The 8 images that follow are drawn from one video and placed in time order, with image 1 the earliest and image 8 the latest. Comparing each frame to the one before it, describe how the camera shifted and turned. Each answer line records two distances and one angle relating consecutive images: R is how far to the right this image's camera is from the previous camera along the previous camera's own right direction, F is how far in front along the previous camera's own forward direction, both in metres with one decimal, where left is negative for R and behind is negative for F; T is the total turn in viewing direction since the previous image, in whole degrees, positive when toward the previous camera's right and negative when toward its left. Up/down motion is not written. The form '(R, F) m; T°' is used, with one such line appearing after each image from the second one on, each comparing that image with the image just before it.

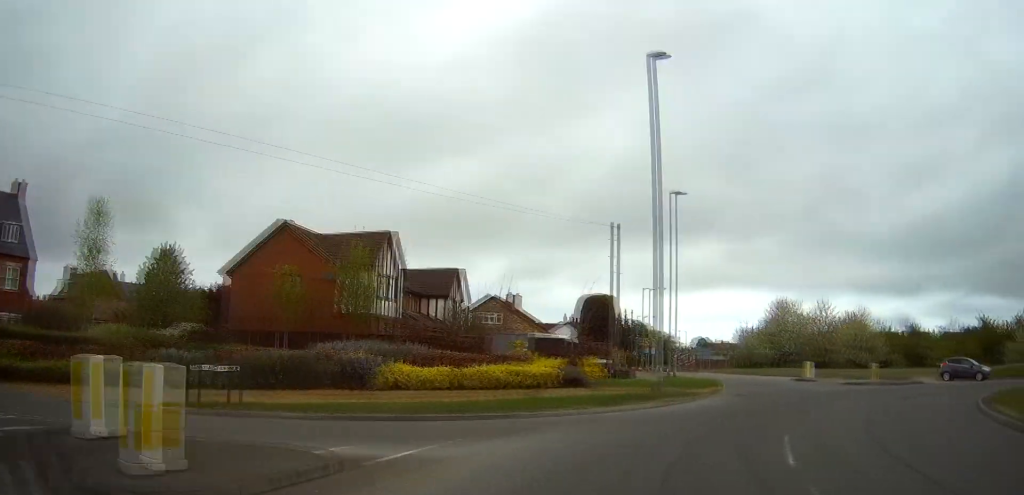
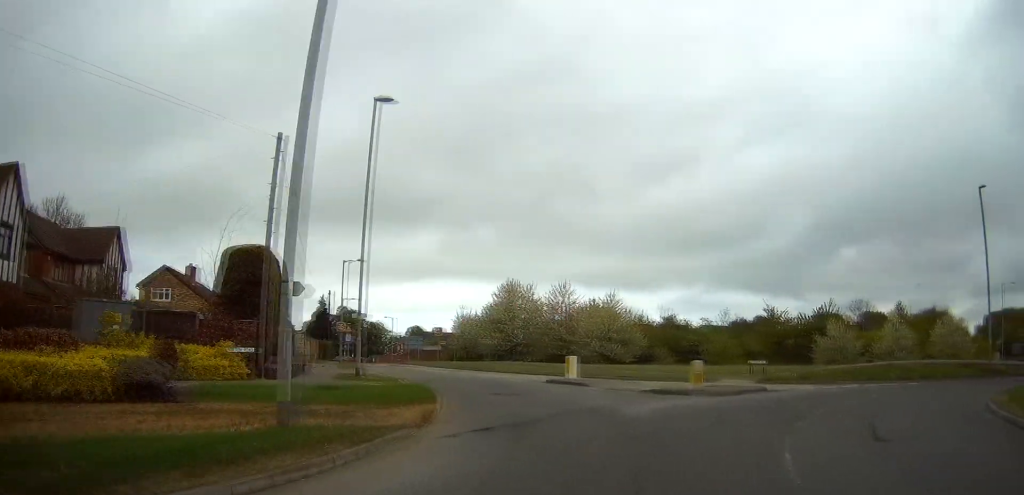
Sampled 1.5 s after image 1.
(+2.5, +12.8) m; +20°
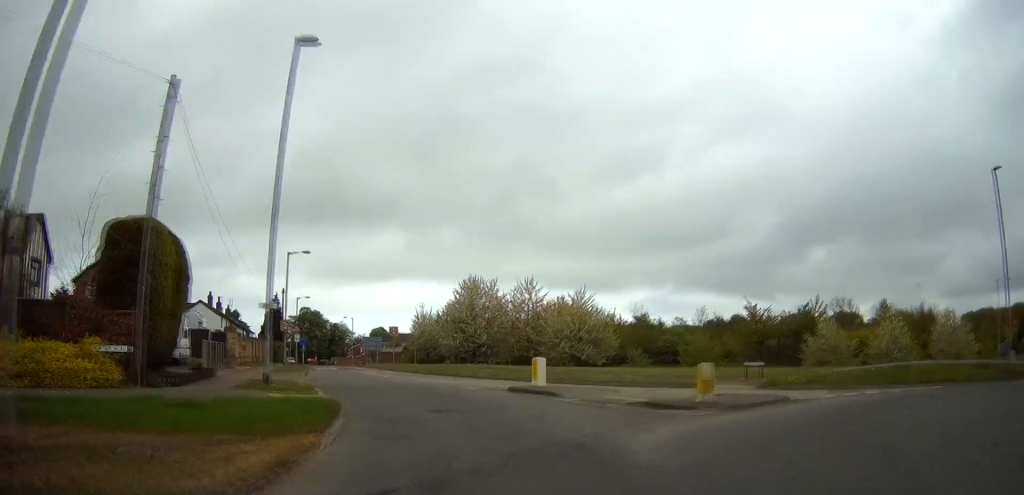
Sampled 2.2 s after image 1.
(+0.3, +5.5) m; +2°
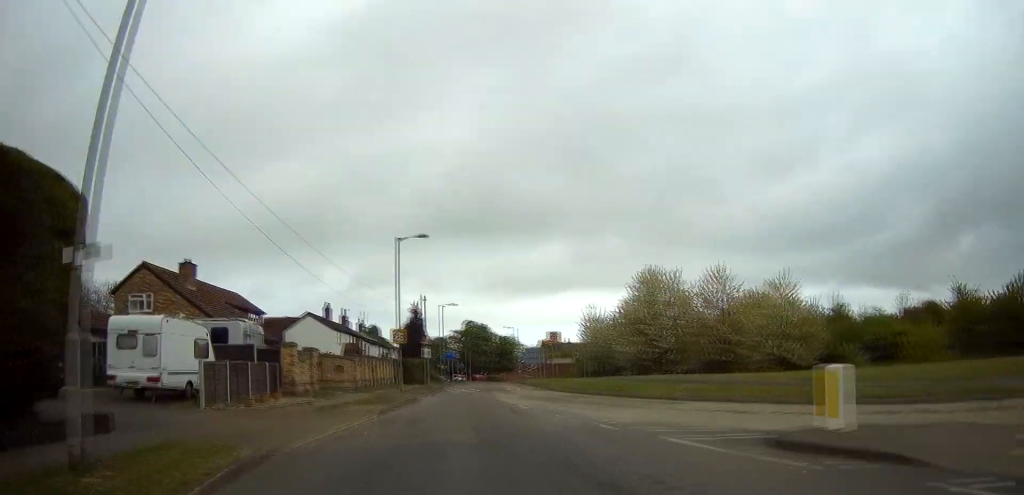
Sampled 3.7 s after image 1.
(-0.1, +13.4) m; -5°
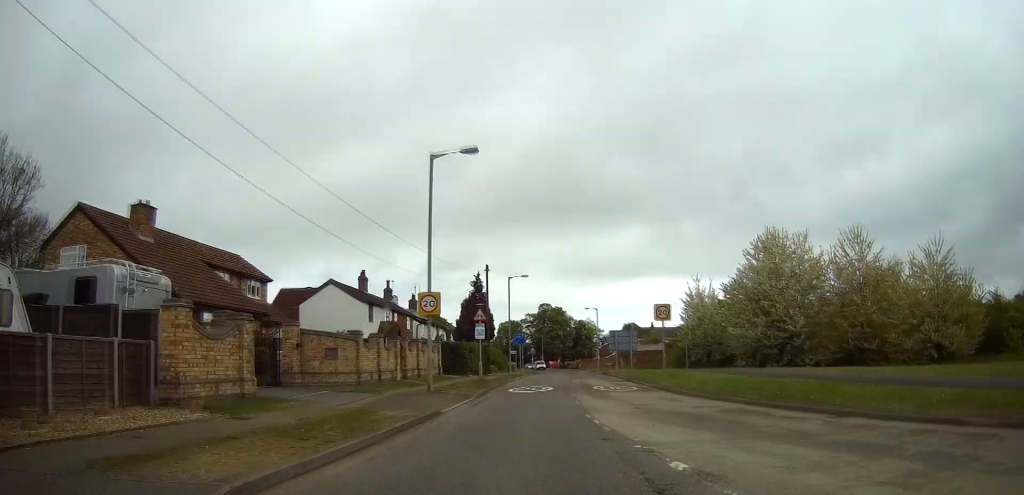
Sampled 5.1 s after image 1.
(-1.4, +13.1) m; -9°
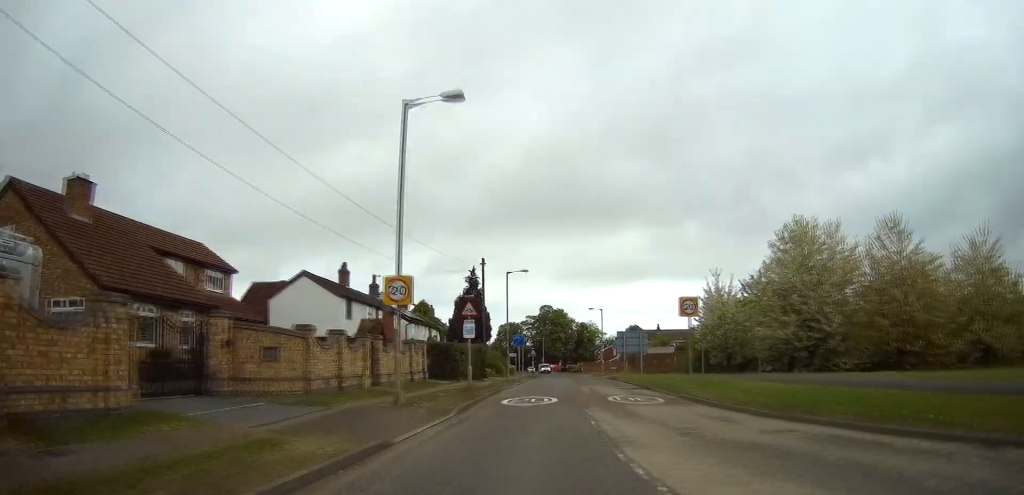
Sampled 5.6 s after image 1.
(-0.1, +5.3) m; -1°
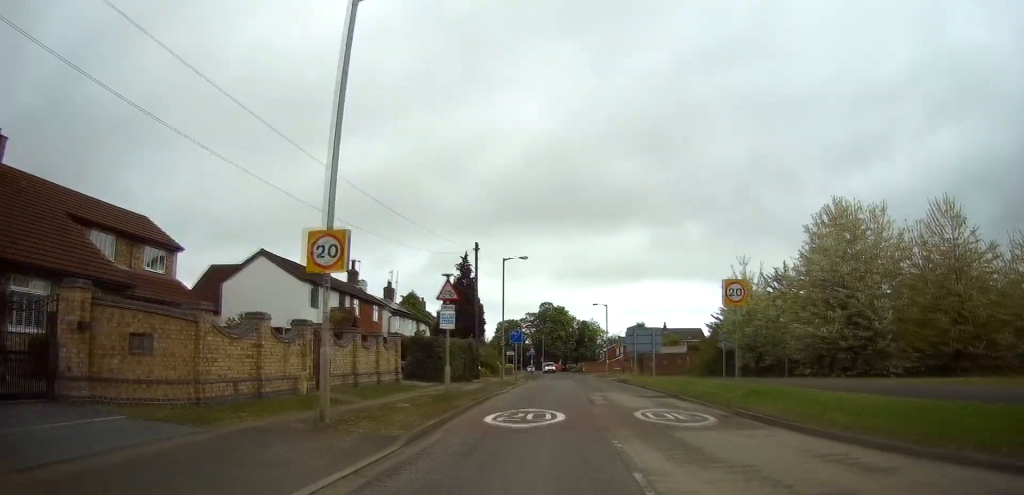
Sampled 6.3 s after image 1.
(0.0, +6.3) m; 0°
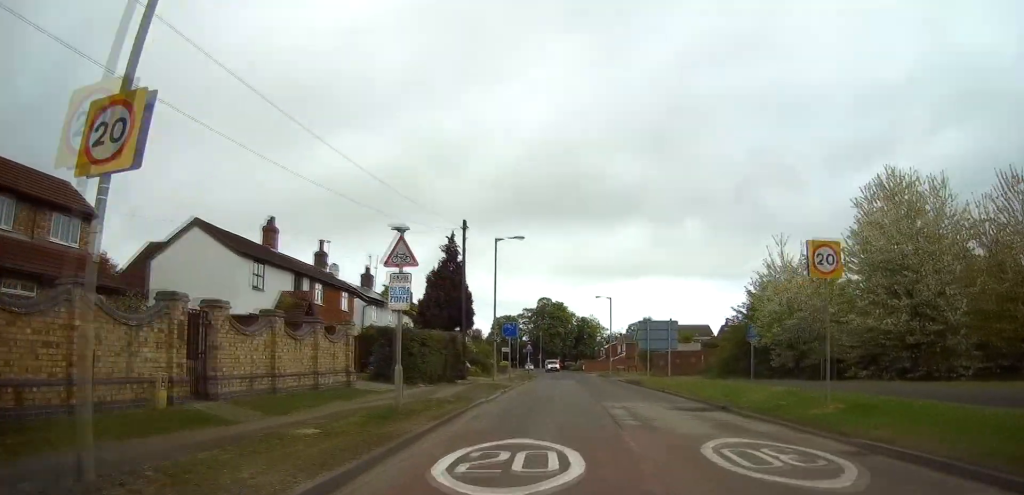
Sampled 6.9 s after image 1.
(0.0, +6.7) m; +1°
